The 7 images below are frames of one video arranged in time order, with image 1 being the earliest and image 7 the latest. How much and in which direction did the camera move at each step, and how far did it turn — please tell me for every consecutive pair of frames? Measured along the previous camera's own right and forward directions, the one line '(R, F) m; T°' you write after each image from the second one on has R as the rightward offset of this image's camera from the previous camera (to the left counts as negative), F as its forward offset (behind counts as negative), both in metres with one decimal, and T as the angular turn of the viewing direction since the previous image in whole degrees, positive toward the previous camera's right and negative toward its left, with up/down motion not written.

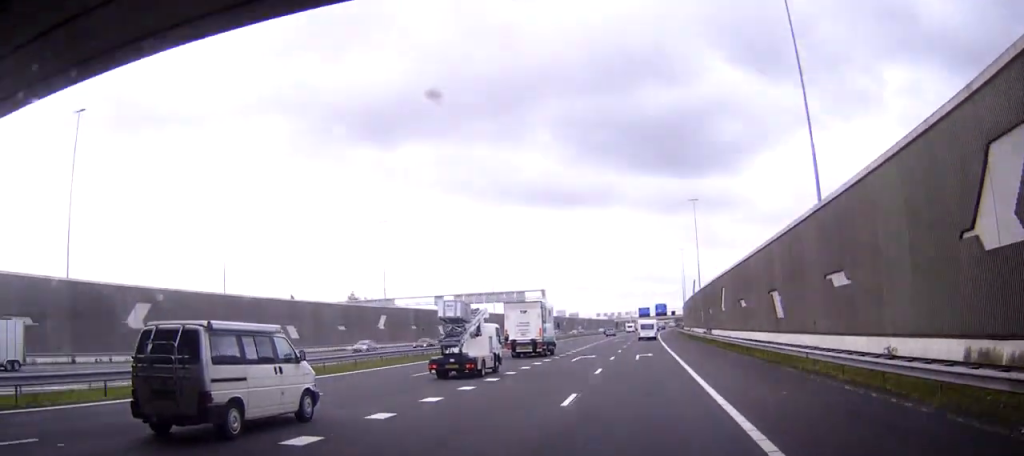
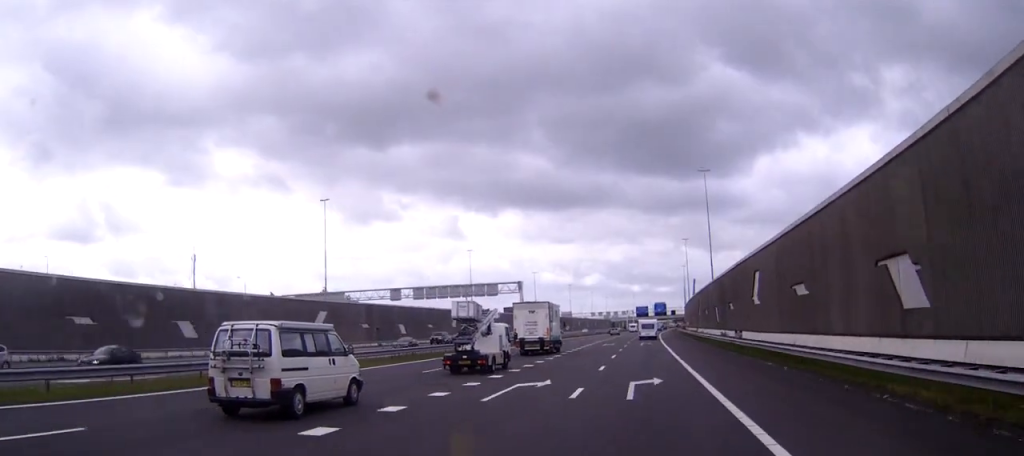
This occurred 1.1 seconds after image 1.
(-0.2, +22.3) m; 0°
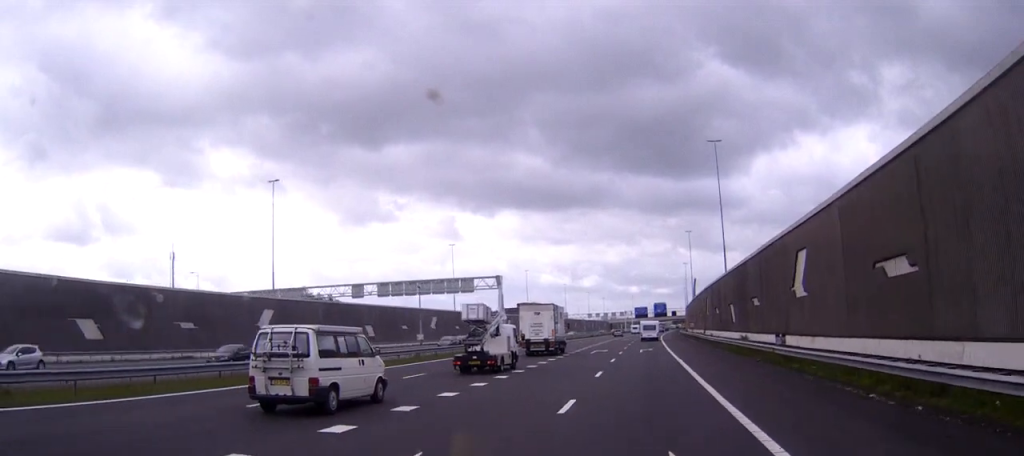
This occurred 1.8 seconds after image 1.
(0.0, +14.8) m; 0°
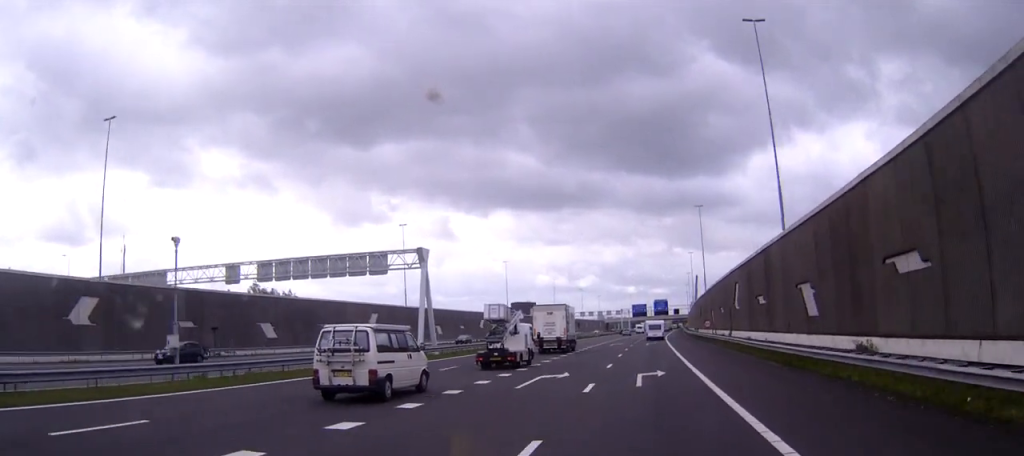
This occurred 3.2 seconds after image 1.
(+0.2, +31.0) m; +1°
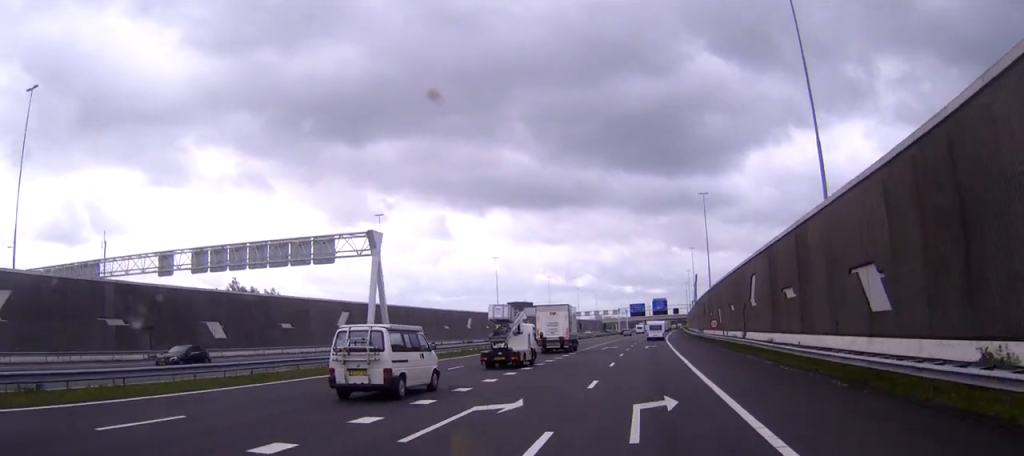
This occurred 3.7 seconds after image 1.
(0.0, +10.5) m; 0°
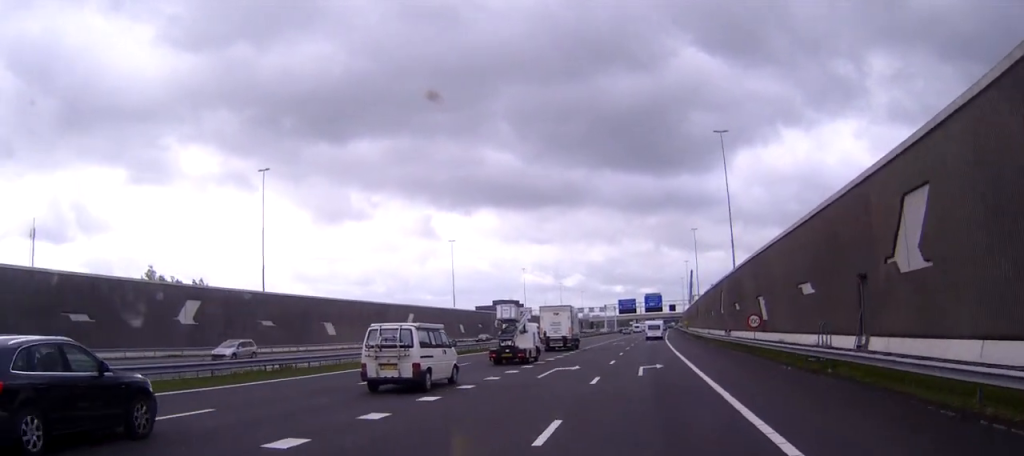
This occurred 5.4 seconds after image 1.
(+0.3, +34.4) m; +1°
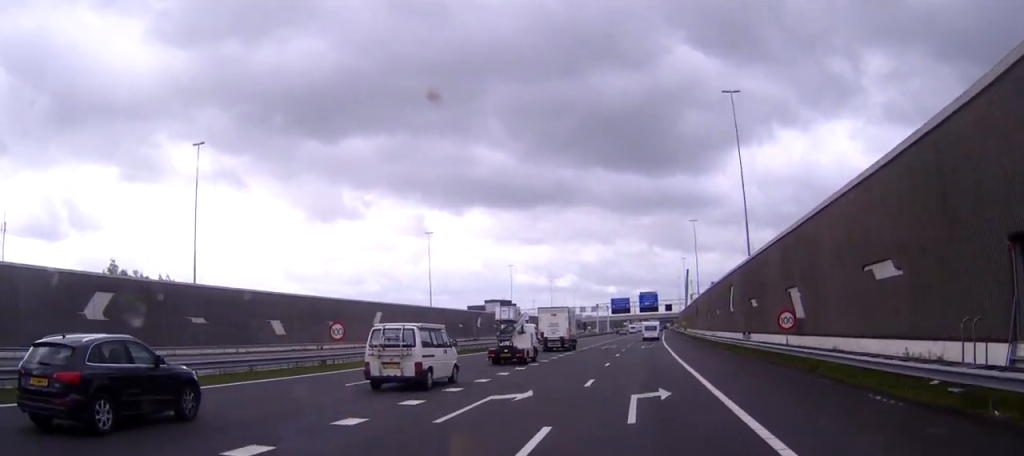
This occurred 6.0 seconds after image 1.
(0.0, +12.7) m; 0°
